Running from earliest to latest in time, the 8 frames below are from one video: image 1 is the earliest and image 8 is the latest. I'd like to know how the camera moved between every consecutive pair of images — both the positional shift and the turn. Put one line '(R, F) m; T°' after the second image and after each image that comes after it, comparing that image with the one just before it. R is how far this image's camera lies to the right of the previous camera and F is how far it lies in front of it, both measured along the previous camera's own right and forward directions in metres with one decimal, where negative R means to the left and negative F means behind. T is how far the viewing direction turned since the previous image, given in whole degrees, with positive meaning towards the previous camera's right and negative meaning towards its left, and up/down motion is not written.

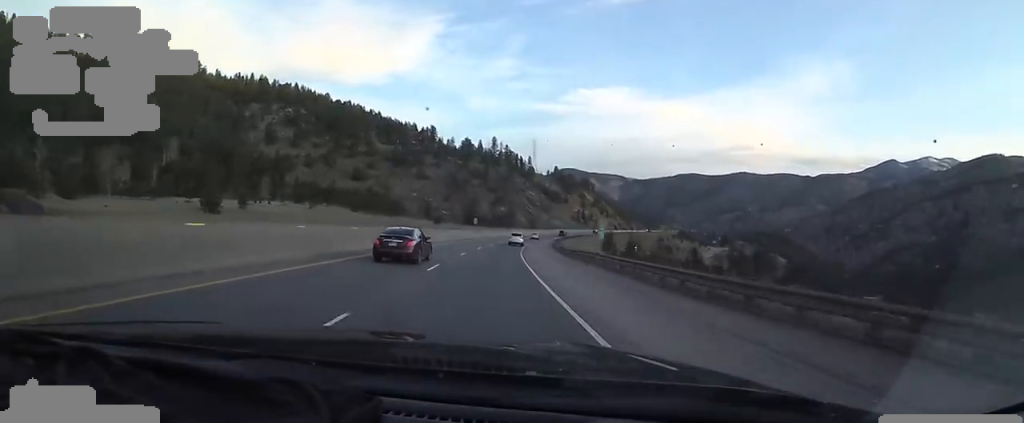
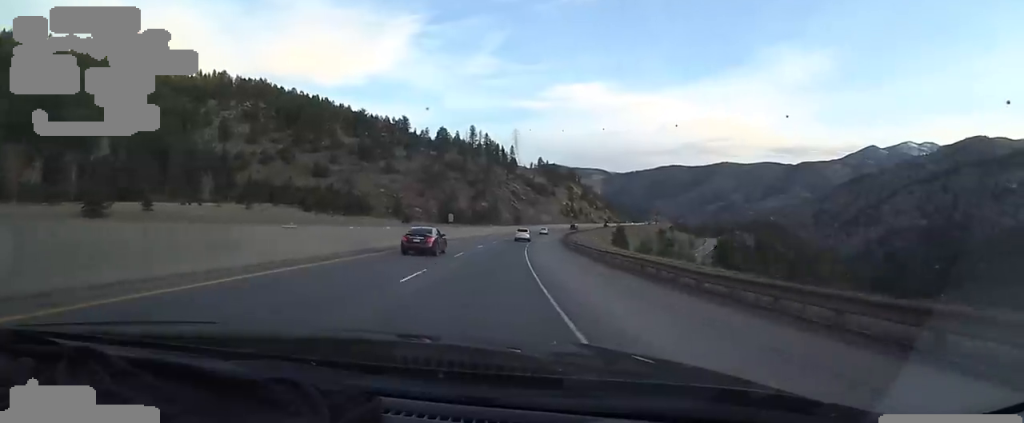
(+0.2, +28.0) m; +2°
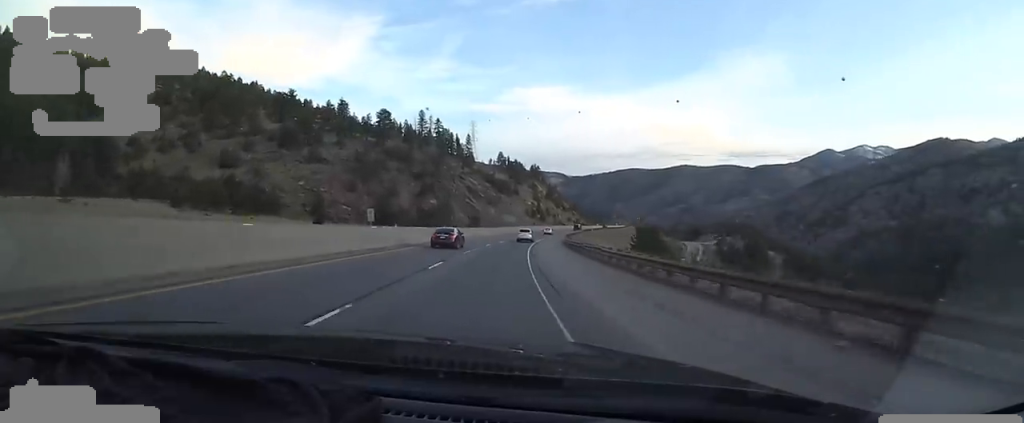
(+2.1, +43.2) m; +7°
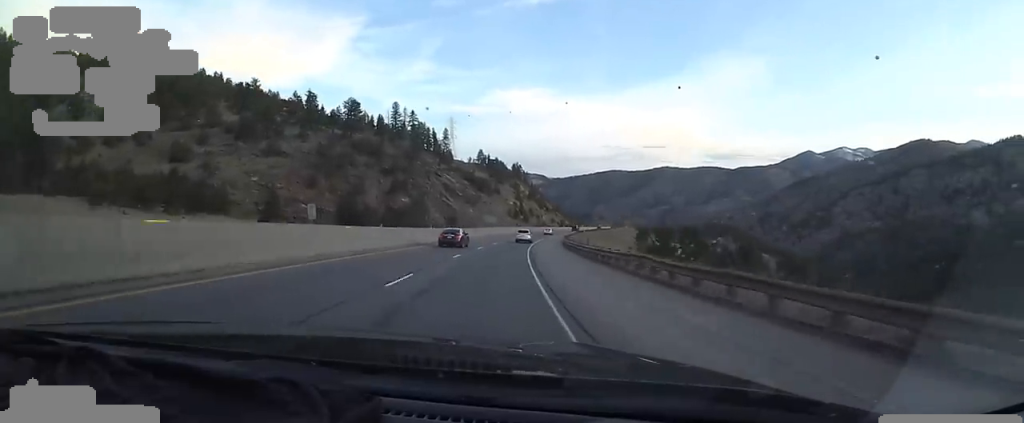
(+0.8, +17.1) m; +2°
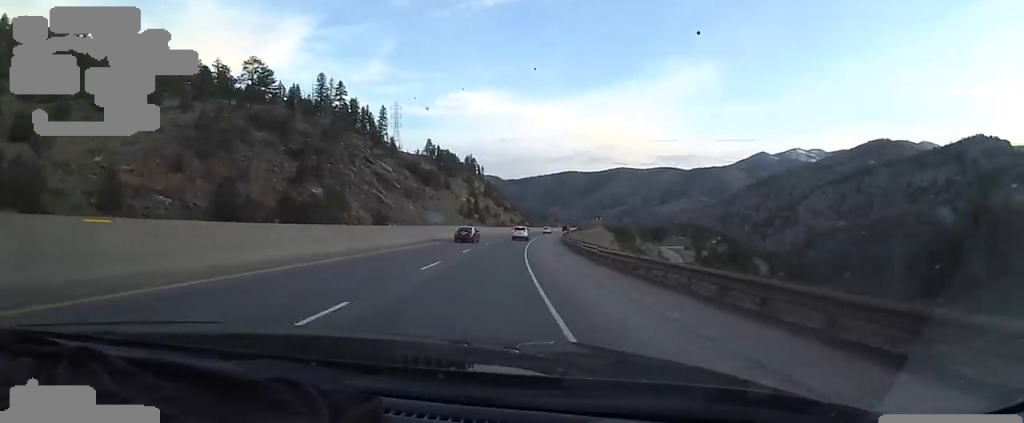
(+1.1, +40.7) m; +4°
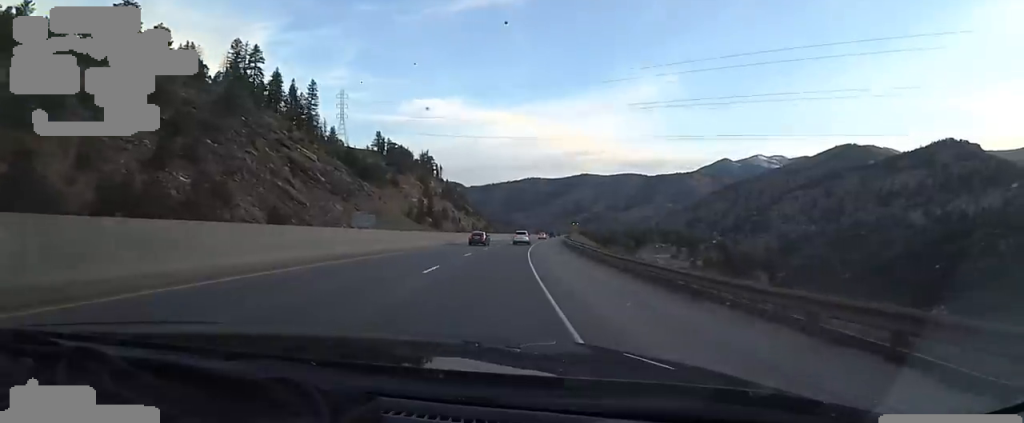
(+2.0, +36.2) m; +5°
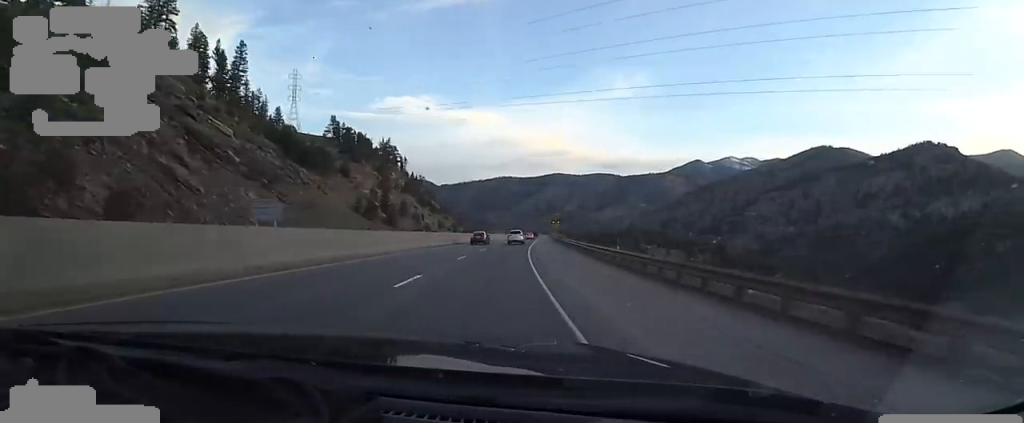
(+0.7, +27.2) m; +3°
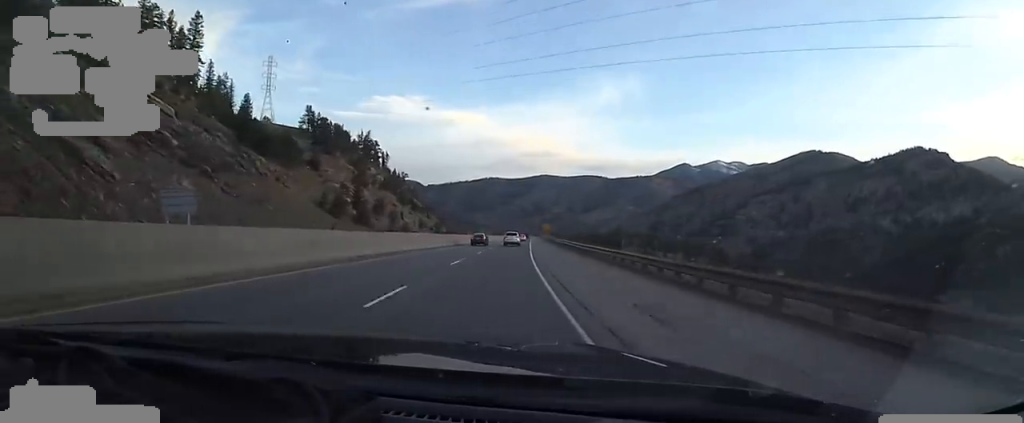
(0.0, +14.6) m; +1°
